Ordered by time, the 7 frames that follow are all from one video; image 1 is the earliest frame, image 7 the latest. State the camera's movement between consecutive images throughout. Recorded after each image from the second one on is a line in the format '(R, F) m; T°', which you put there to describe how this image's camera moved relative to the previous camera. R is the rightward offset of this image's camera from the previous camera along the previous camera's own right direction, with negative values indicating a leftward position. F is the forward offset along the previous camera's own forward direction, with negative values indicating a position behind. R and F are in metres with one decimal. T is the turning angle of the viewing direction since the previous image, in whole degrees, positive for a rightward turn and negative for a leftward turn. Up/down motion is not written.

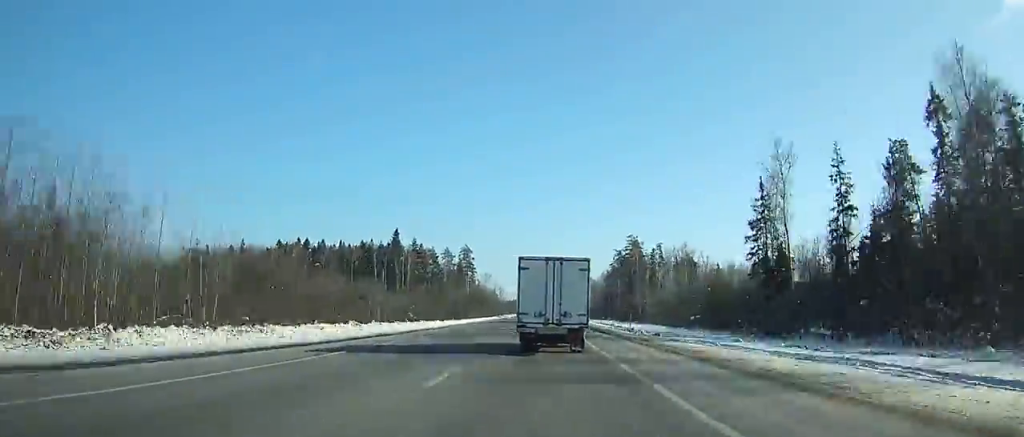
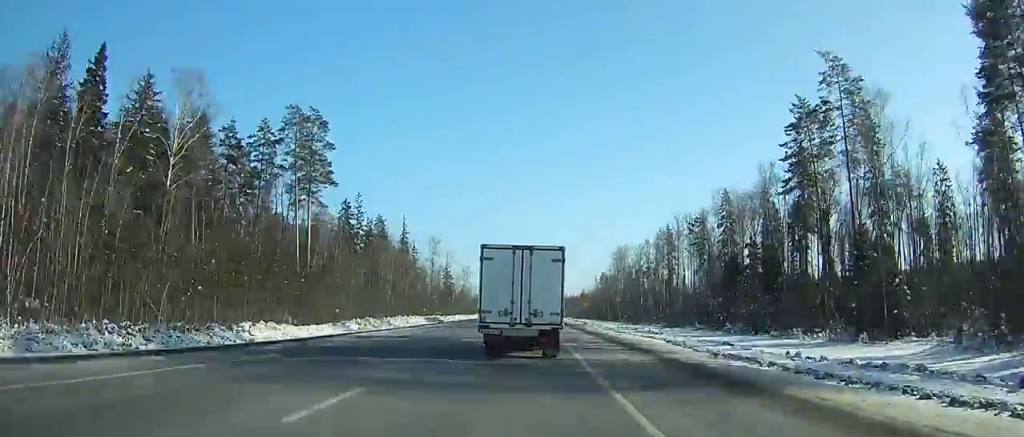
(+0.9, +171.1) m; 0°
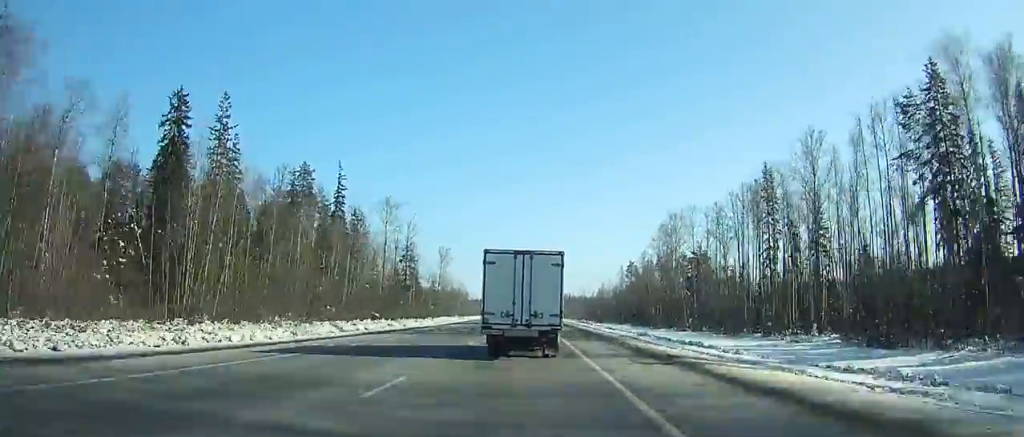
(-0.5, +70.5) m; -1°
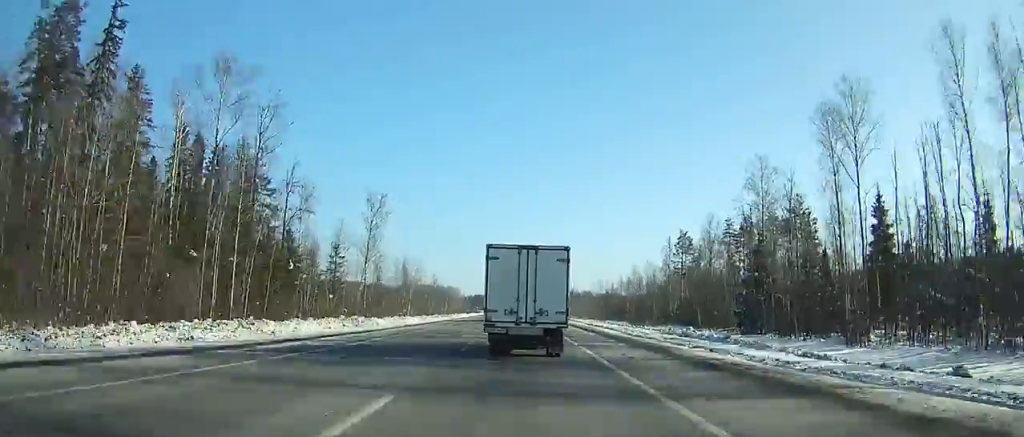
(-0.4, +73.0) m; 0°
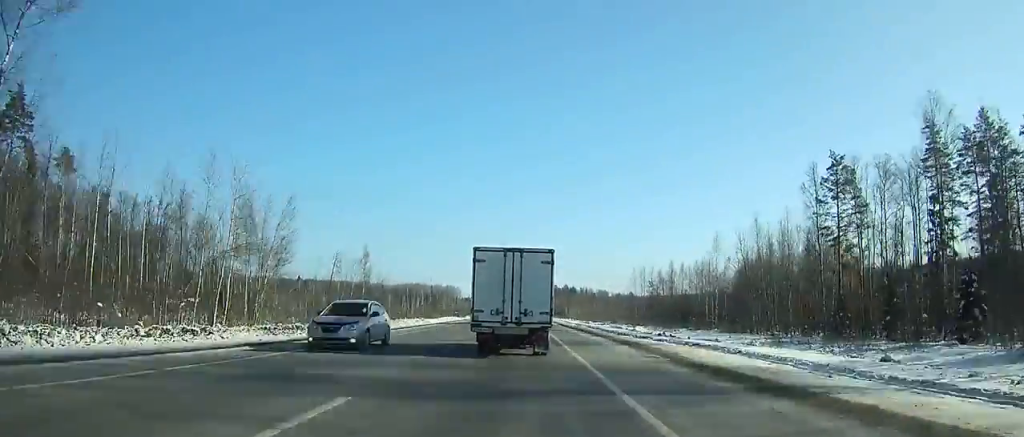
(-0.2, +72.7) m; 0°
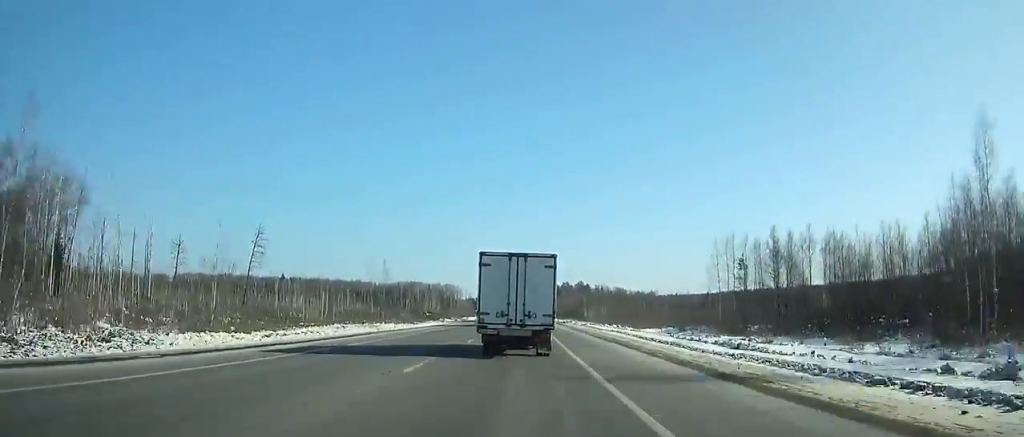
(-0.4, +65.2) m; -1°
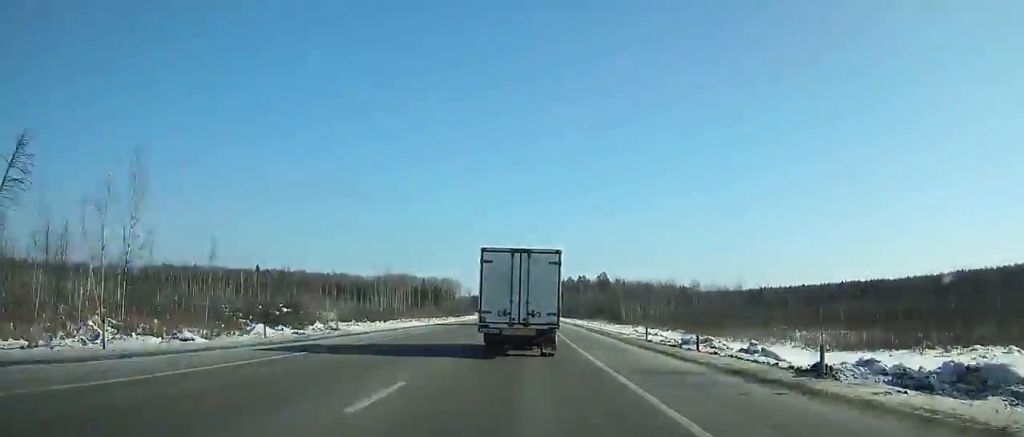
(-0.4, +75.9) m; -1°
